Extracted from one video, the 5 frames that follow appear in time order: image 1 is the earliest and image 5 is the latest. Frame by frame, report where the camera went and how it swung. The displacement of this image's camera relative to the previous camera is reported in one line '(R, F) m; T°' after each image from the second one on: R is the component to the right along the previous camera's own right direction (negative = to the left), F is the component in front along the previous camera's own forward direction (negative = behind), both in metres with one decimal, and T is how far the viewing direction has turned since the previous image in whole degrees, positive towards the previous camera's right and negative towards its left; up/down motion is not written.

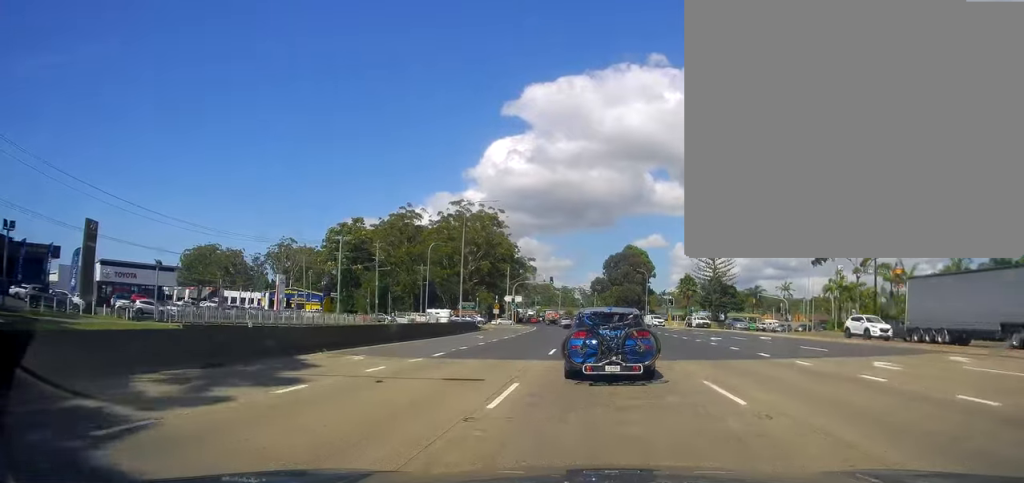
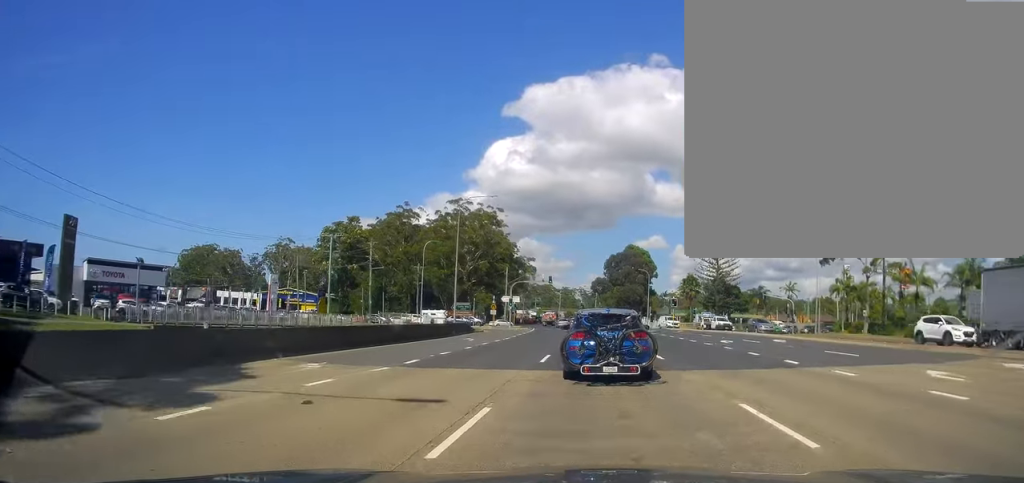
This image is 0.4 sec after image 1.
(-0.1, +2.9) m; 0°
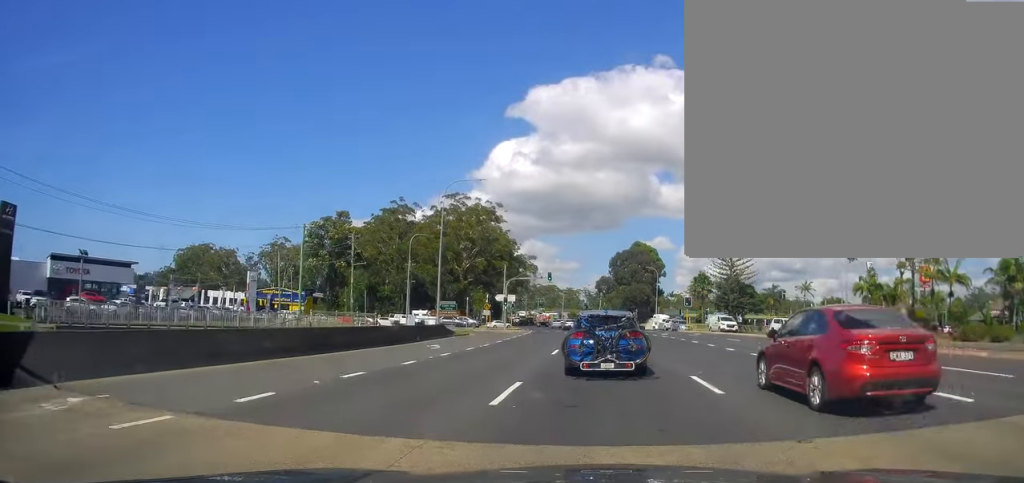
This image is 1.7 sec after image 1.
(+0.6, +8.2) m; +1°
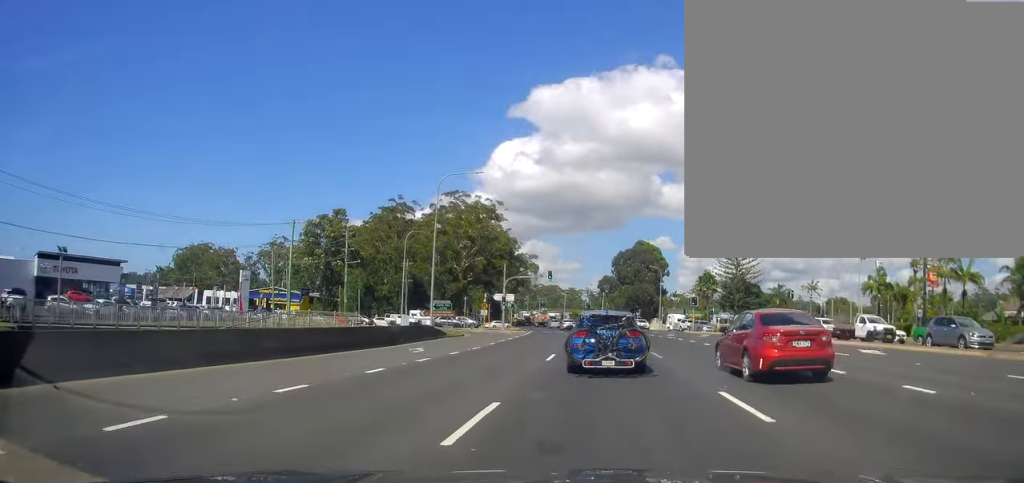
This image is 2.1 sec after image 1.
(-0.1, +2.7) m; -1°
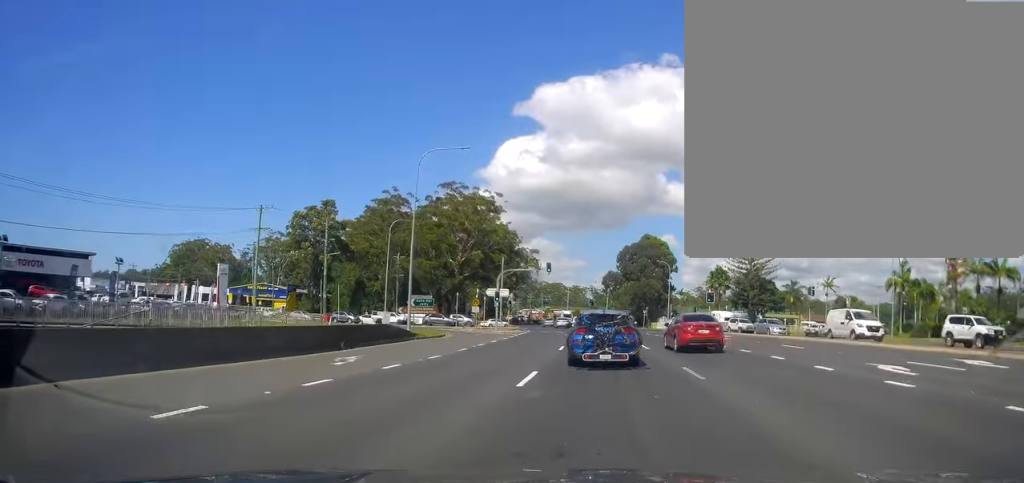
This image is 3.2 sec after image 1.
(-0.1, +6.8) m; +5°
